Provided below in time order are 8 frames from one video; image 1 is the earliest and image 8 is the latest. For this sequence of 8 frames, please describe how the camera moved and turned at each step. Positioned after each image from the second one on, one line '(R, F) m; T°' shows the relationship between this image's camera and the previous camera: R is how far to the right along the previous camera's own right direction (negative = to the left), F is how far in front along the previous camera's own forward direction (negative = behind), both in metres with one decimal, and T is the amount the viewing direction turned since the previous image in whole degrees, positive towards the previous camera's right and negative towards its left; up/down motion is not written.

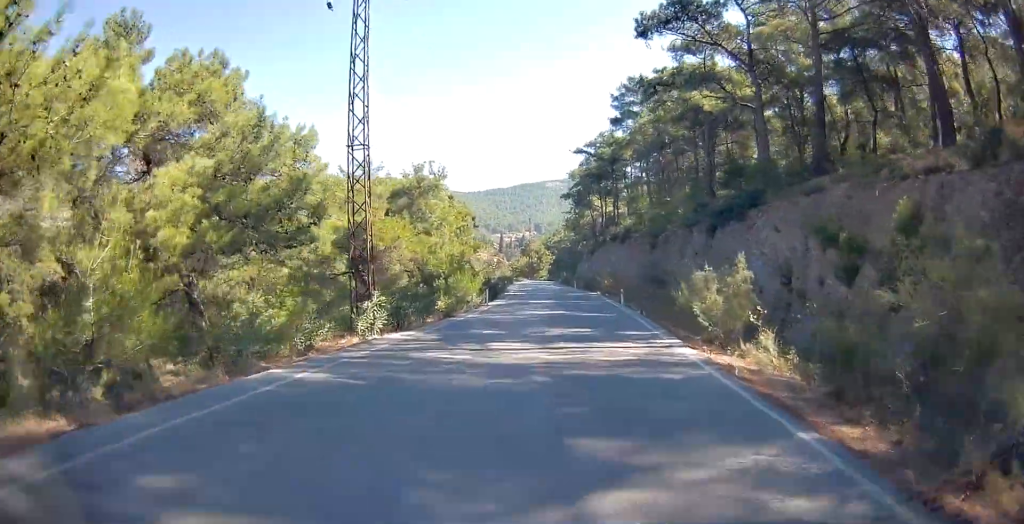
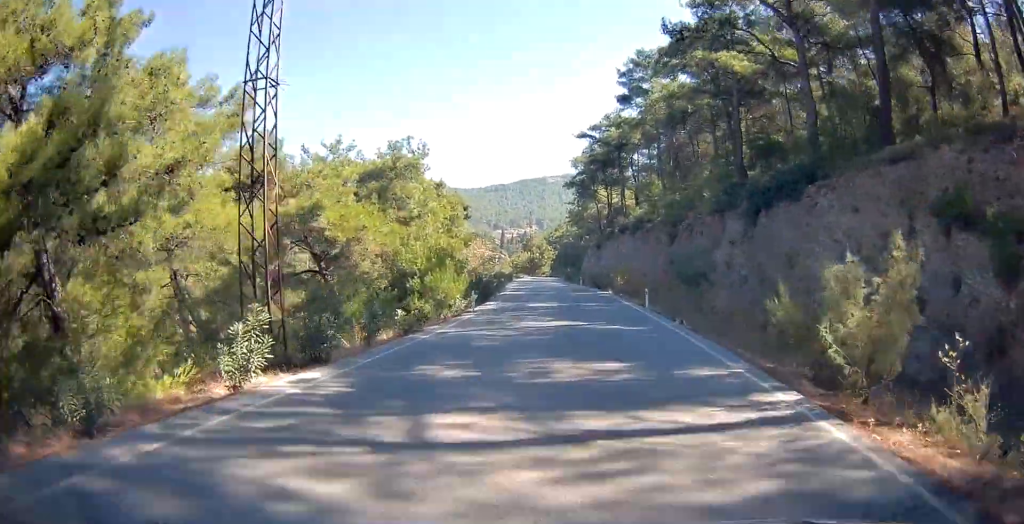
(0.0, +6.7) m; 0°
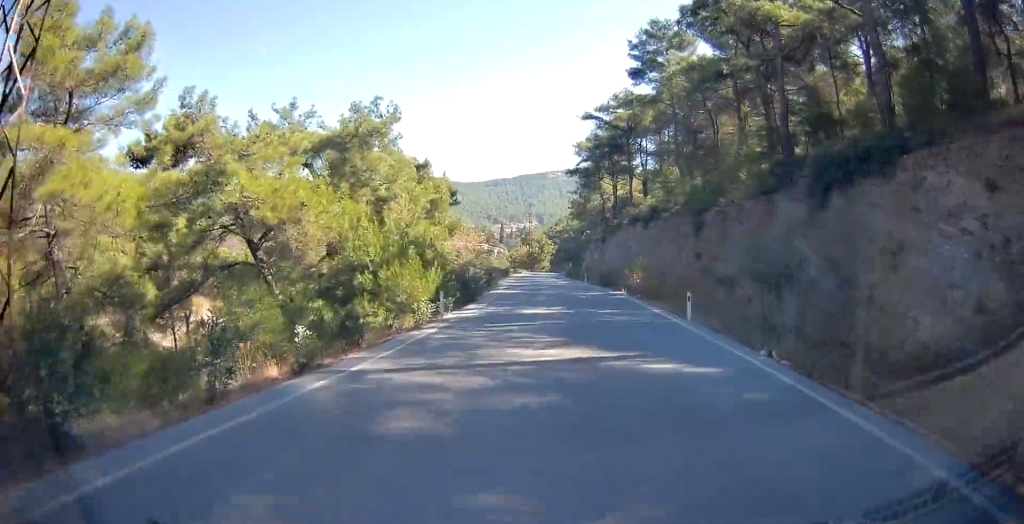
(-0.1, +6.9) m; 0°
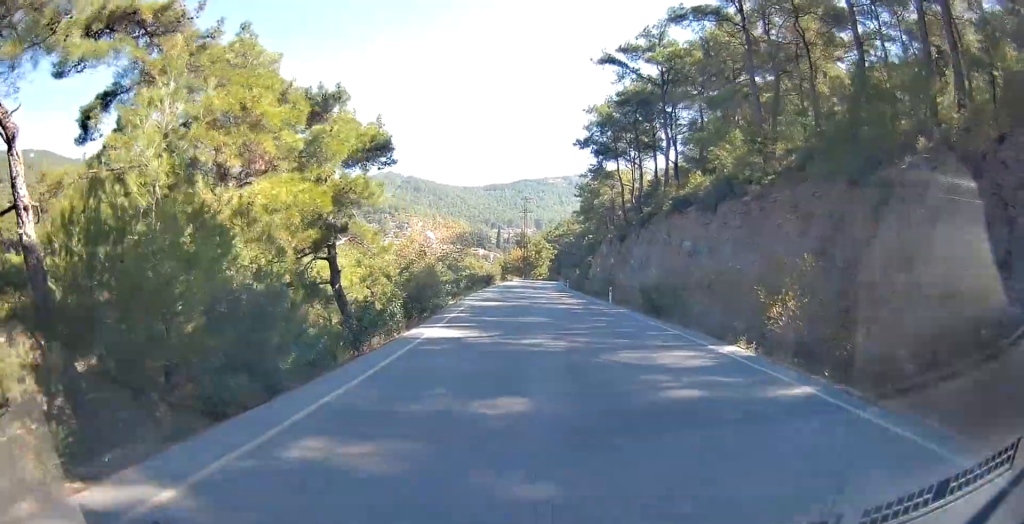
(+0.1, +19.7) m; 0°
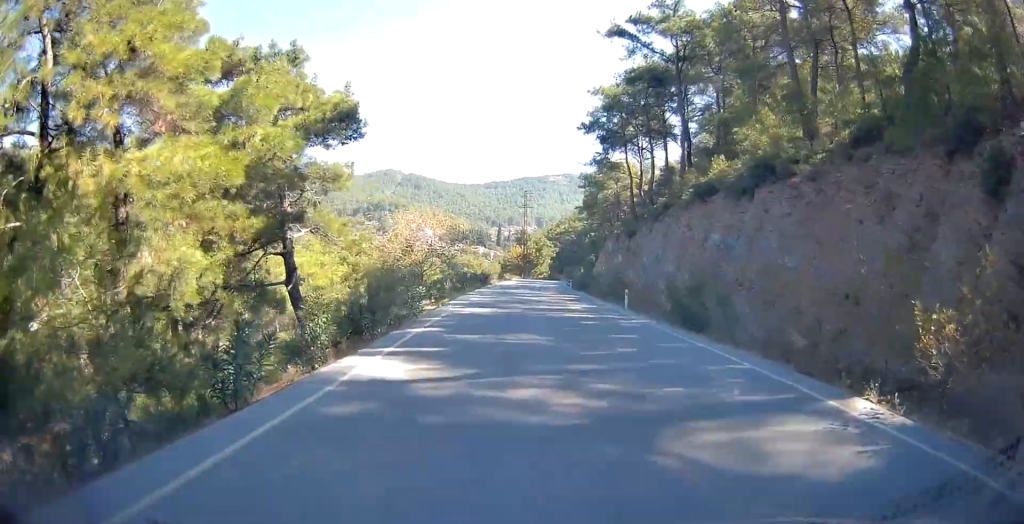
(0.0, +5.3) m; 0°
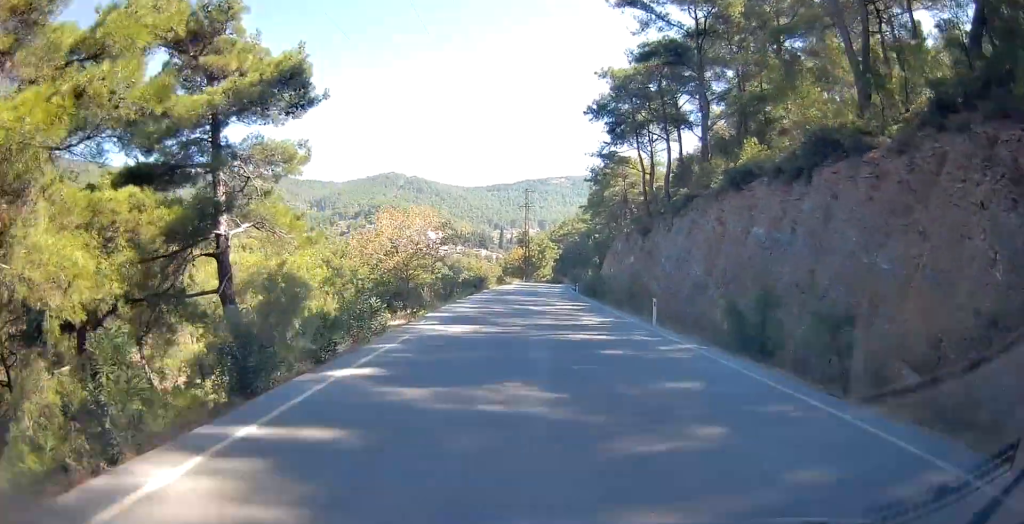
(+0.1, +5.5) m; 0°
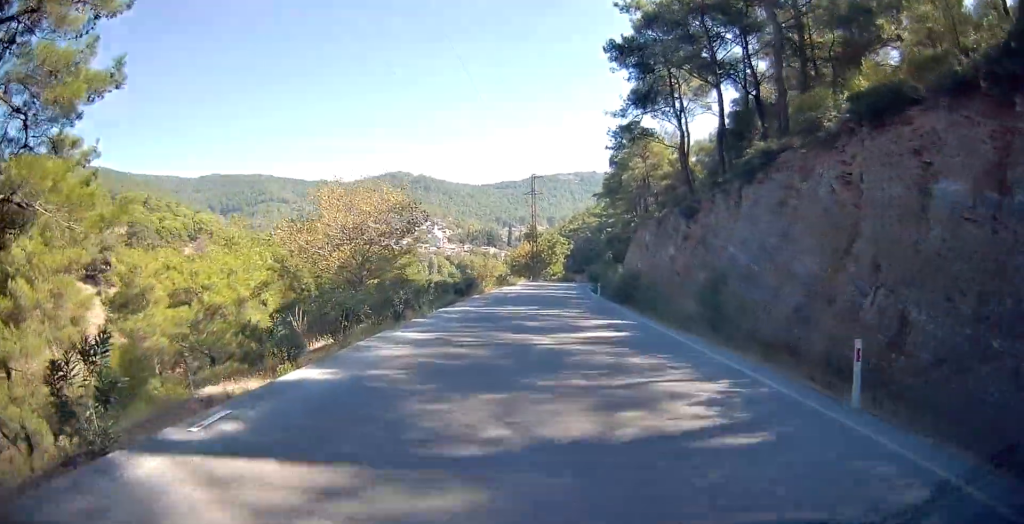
(-0.1, +11.6) m; 0°
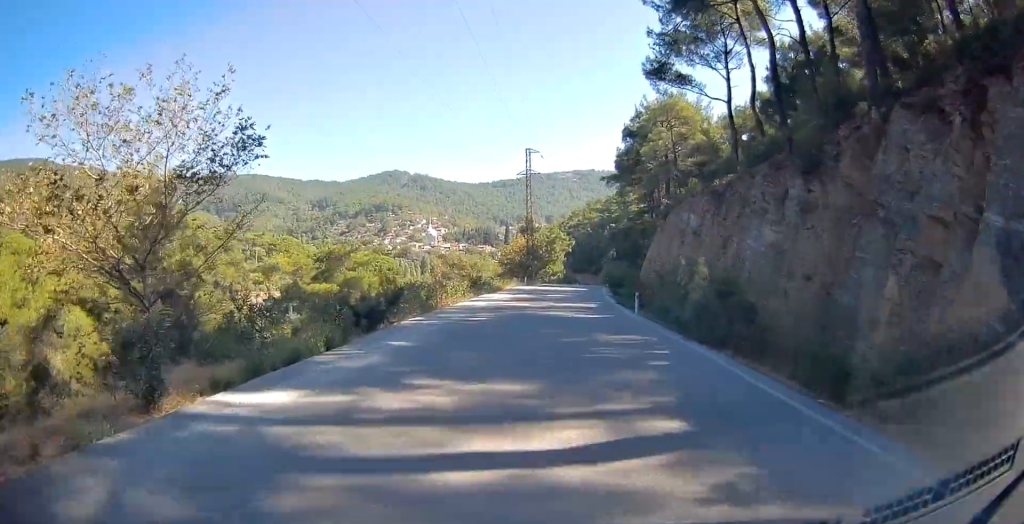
(+0.1, +15.6) m; 0°
